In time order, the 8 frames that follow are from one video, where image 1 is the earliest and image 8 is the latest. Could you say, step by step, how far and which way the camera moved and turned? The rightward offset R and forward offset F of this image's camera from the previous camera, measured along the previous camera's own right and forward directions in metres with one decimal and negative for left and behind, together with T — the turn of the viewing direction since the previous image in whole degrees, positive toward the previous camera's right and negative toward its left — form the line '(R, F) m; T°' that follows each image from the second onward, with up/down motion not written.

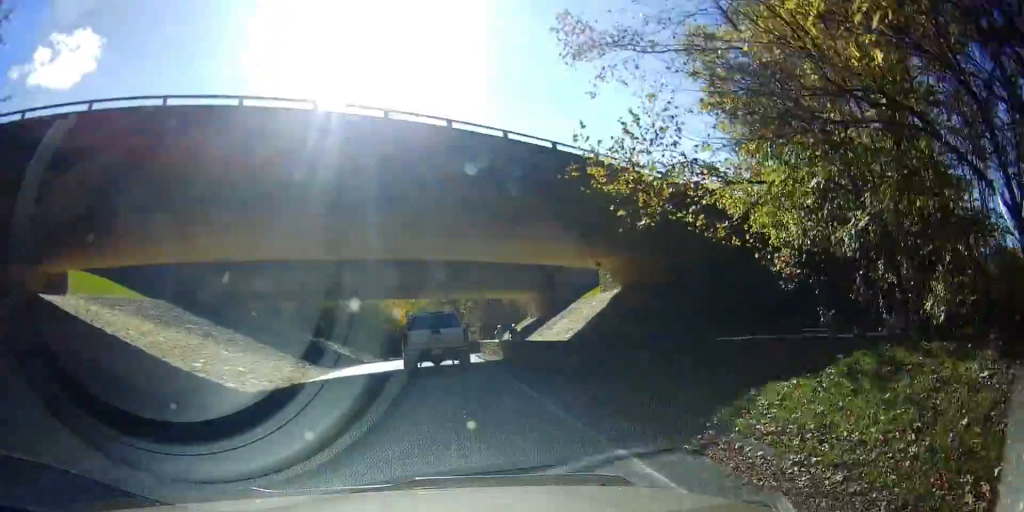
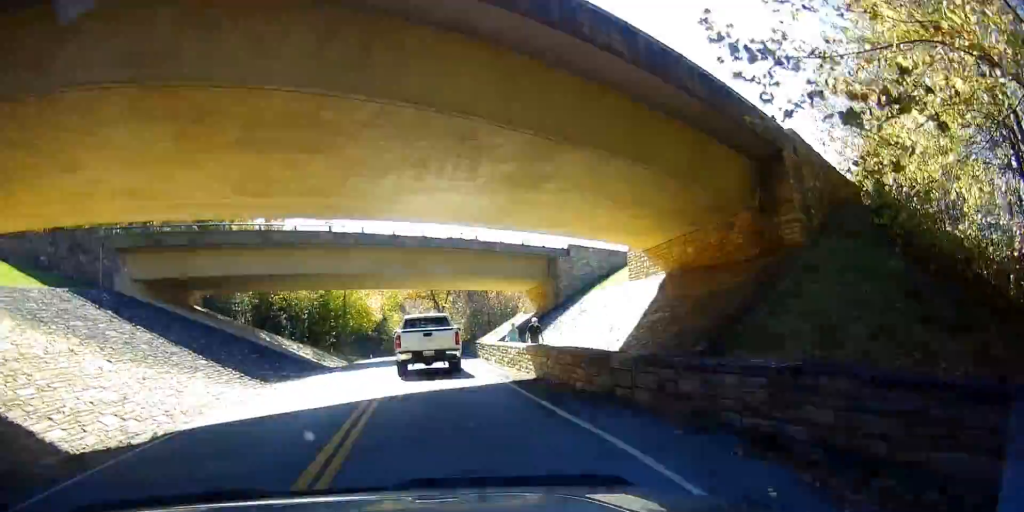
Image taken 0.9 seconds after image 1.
(+0.3, +11.0) m; +1°
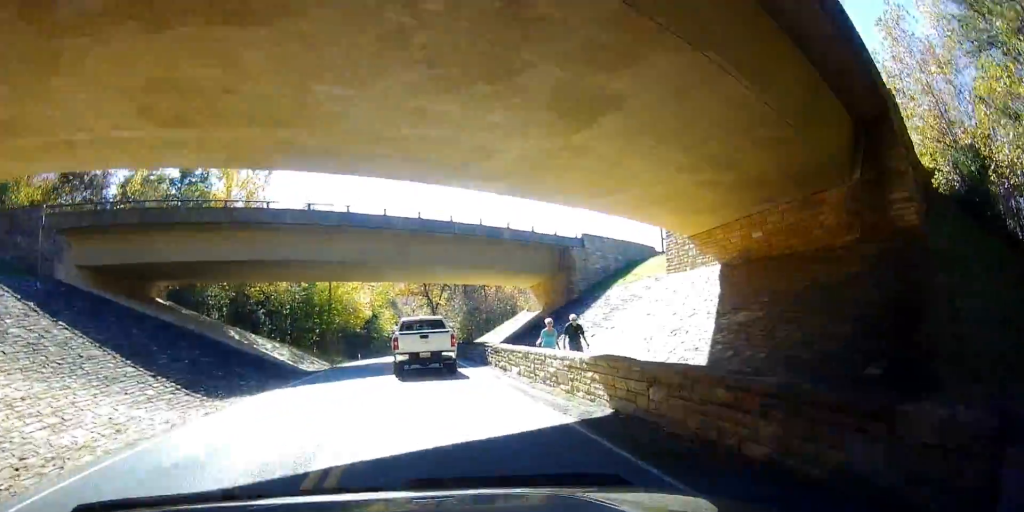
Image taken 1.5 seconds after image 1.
(+0.1, +6.8) m; -1°
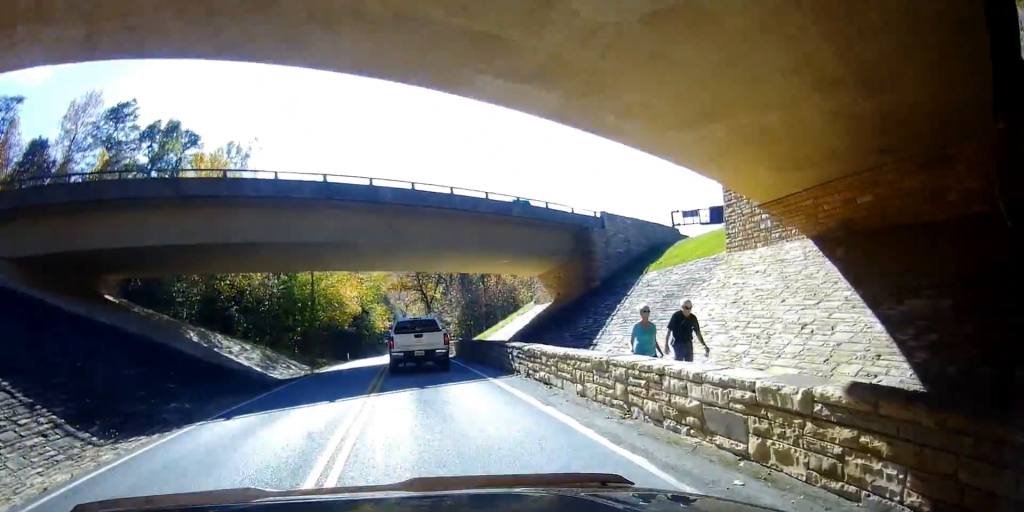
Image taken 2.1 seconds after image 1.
(-0.2, +7.1) m; 0°
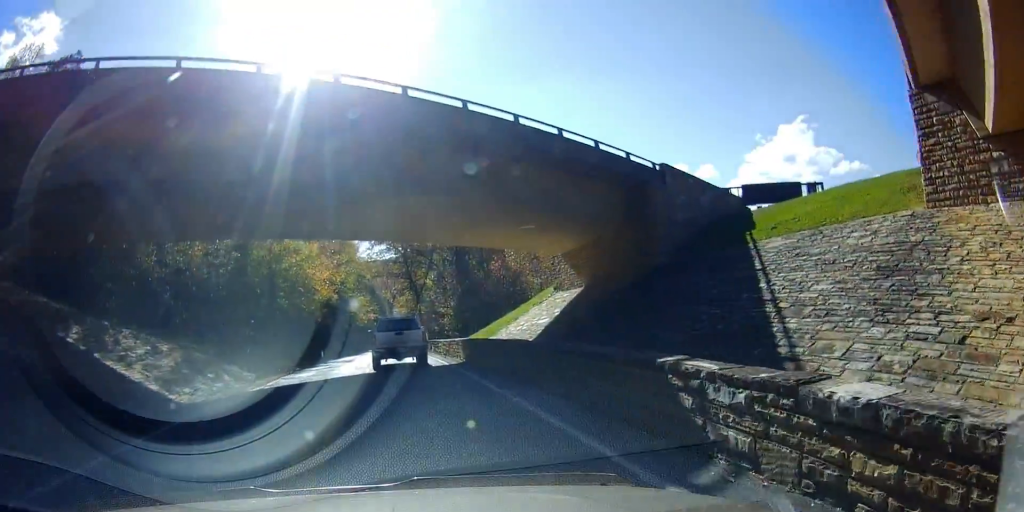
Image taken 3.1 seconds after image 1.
(+0.1, +12.2) m; +1°
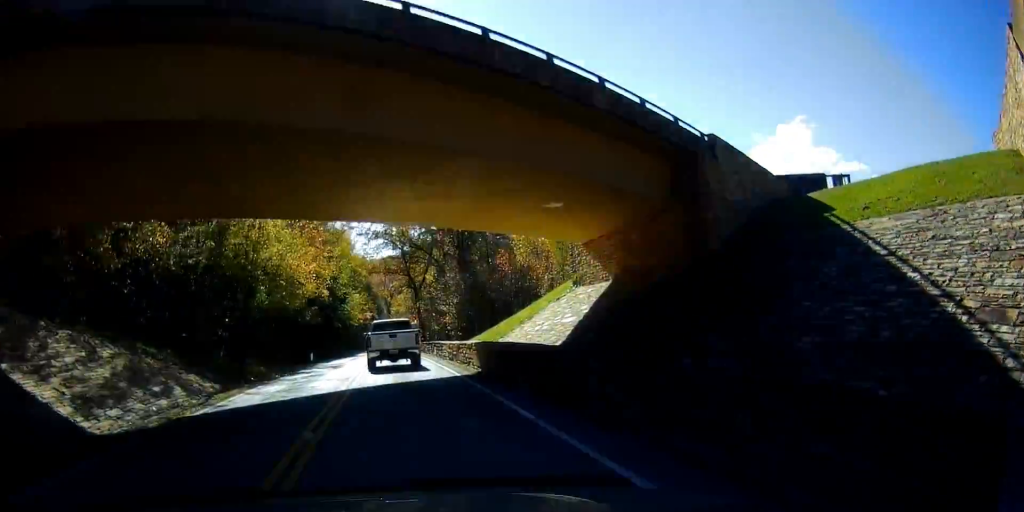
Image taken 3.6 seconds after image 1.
(+0.1, +5.4) m; +1°
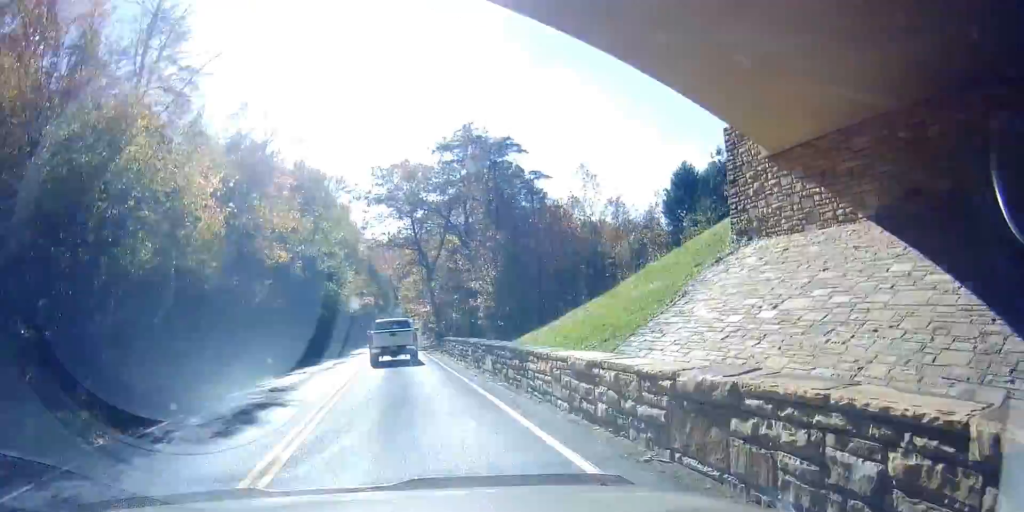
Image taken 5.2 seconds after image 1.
(+0.5, +18.9) m; +3°
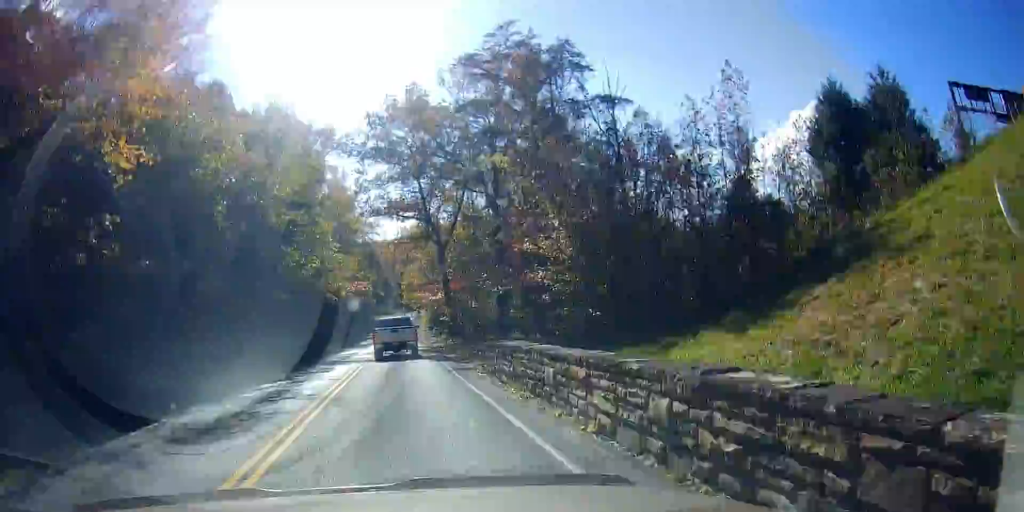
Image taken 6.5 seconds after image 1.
(+0.2, +16.5) m; +1°
